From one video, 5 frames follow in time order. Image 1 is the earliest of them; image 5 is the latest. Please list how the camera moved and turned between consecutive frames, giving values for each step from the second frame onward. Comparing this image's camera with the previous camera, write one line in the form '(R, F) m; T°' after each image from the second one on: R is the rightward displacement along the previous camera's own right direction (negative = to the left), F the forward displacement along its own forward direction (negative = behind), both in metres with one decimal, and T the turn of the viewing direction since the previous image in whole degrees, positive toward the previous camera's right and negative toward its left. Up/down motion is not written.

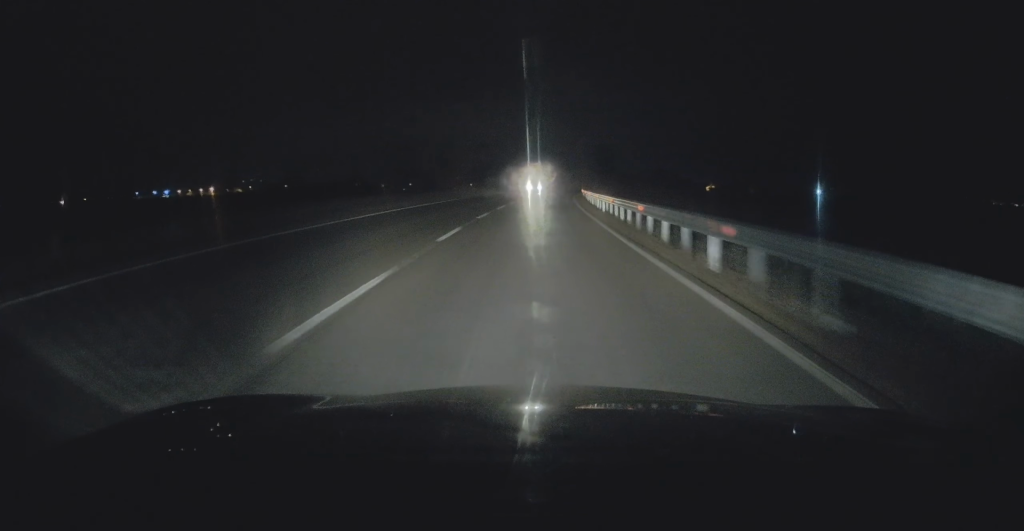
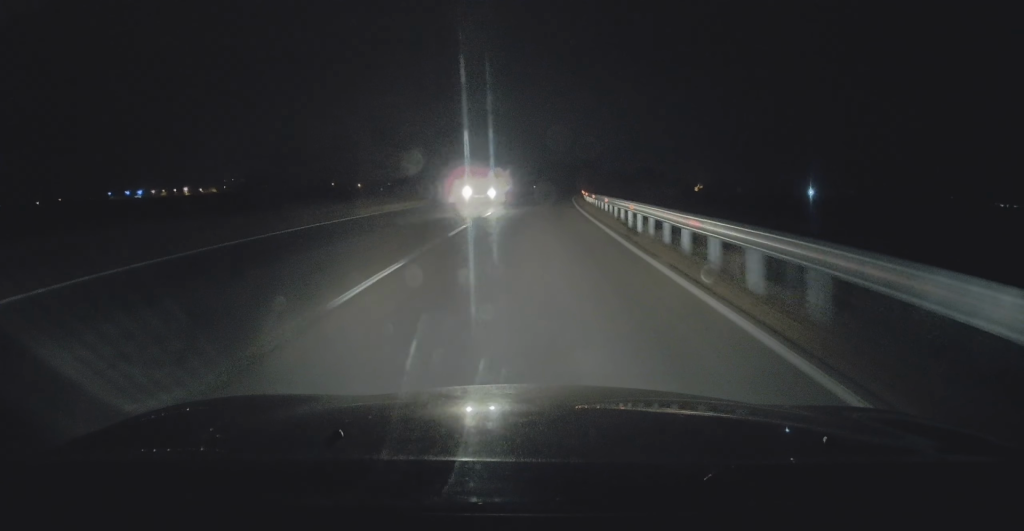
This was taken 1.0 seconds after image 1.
(+0.2, +21.9) m; +1°
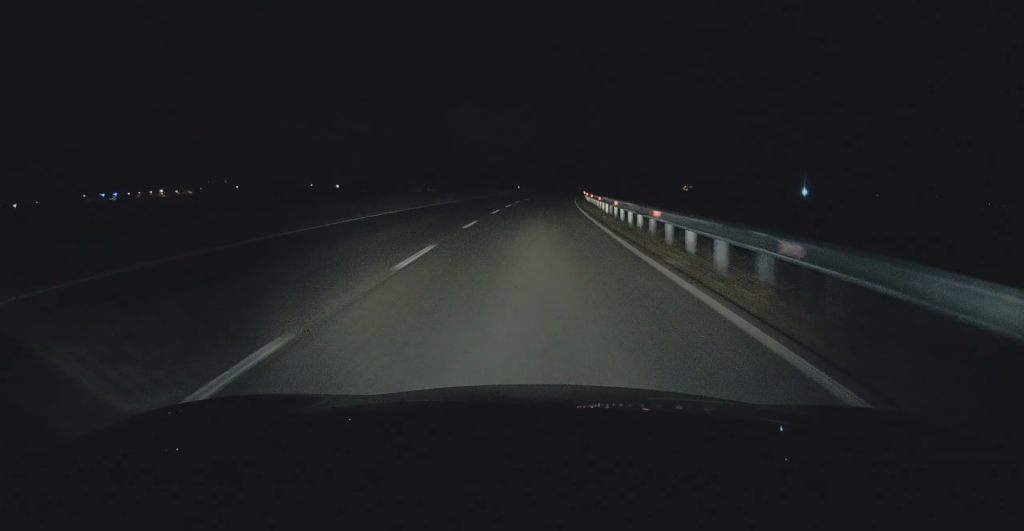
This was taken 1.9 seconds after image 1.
(+0.2, +20.4) m; +1°
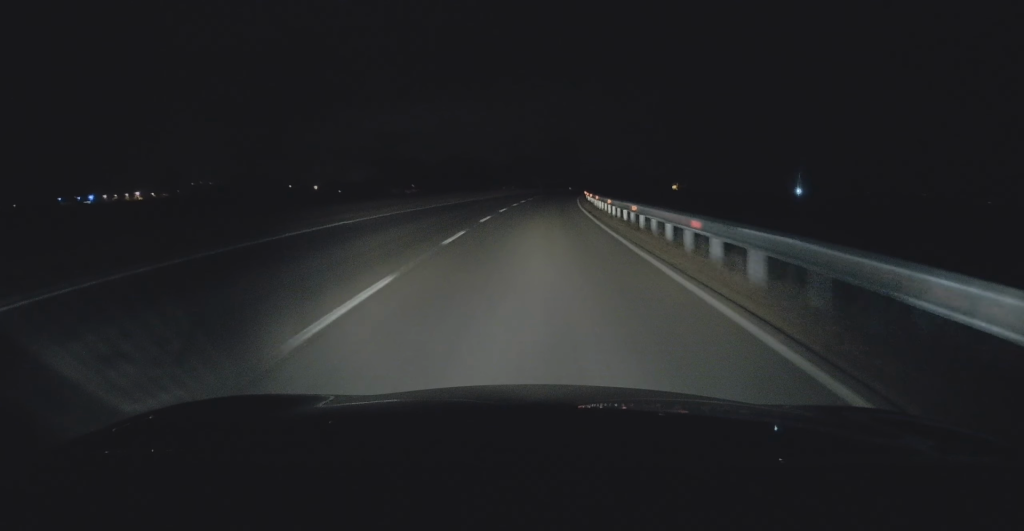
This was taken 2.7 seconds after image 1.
(+0.3, +19.7) m; +2°
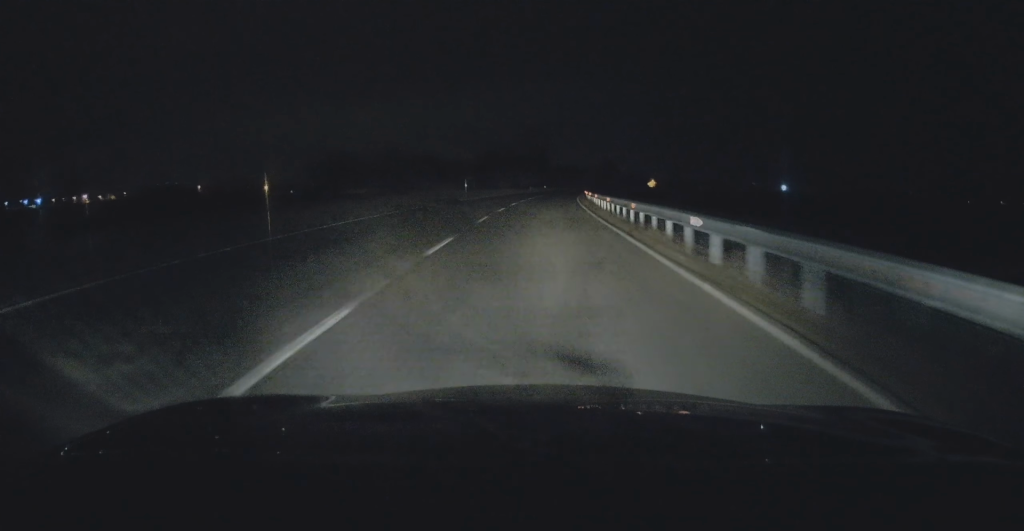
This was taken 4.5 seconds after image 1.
(+1.0, +39.6) m; +3°
